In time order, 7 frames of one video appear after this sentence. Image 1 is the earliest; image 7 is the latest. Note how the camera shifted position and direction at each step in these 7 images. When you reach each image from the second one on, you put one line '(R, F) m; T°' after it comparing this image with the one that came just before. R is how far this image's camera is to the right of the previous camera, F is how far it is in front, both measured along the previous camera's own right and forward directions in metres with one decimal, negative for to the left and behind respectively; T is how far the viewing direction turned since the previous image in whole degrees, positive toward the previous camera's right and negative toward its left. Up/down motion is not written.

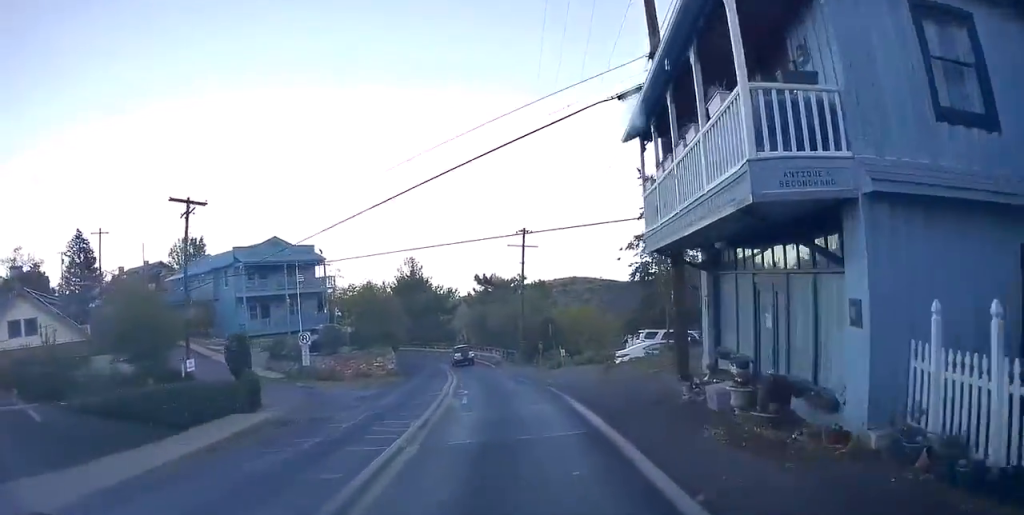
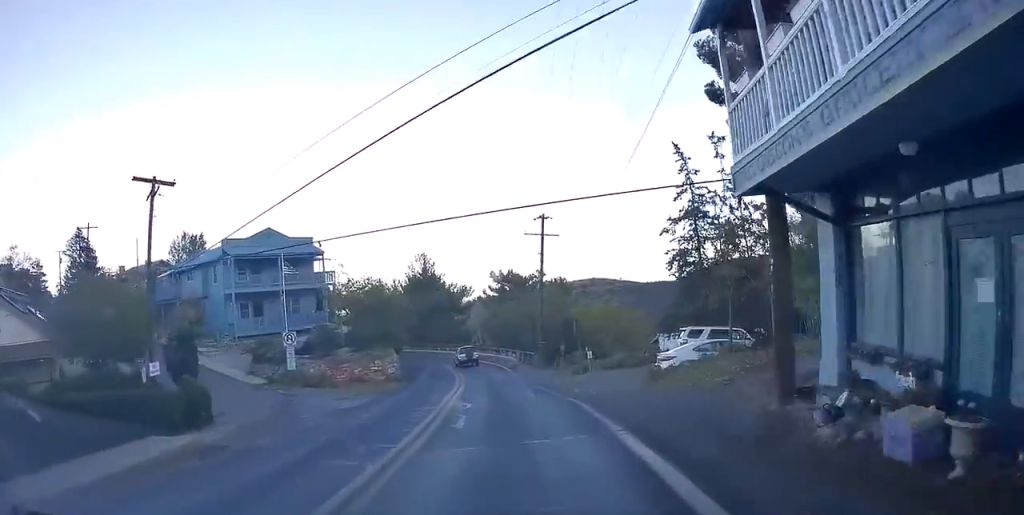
(-0.2, +5.2) m; -2°
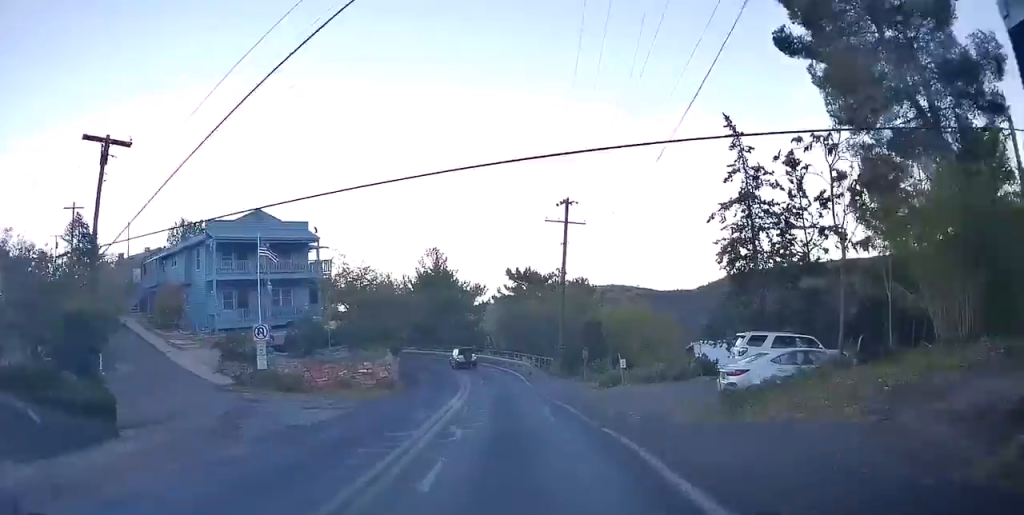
(-0.2, +5.6) m; -2°
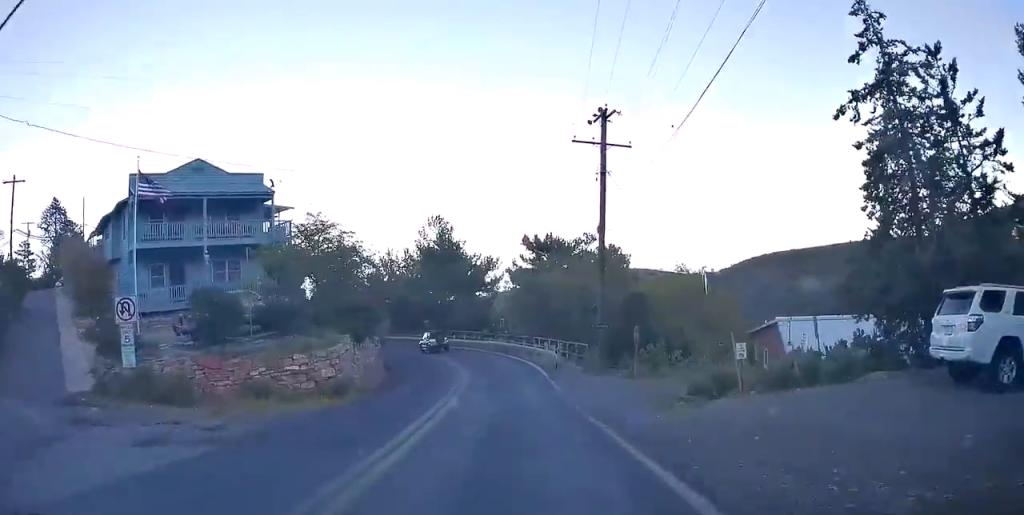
(-0.3, +11.4) m; -1°
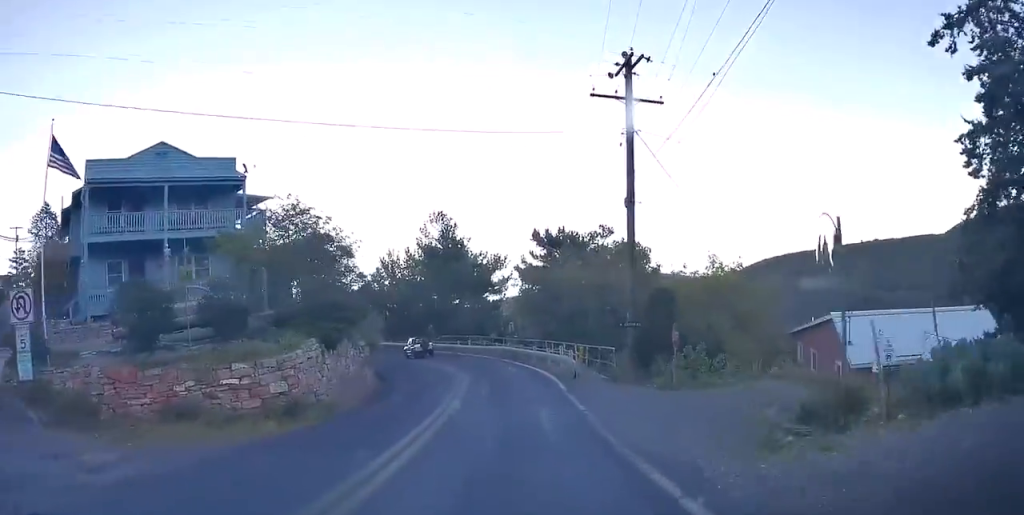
(0.0, +5.0) m; -1°
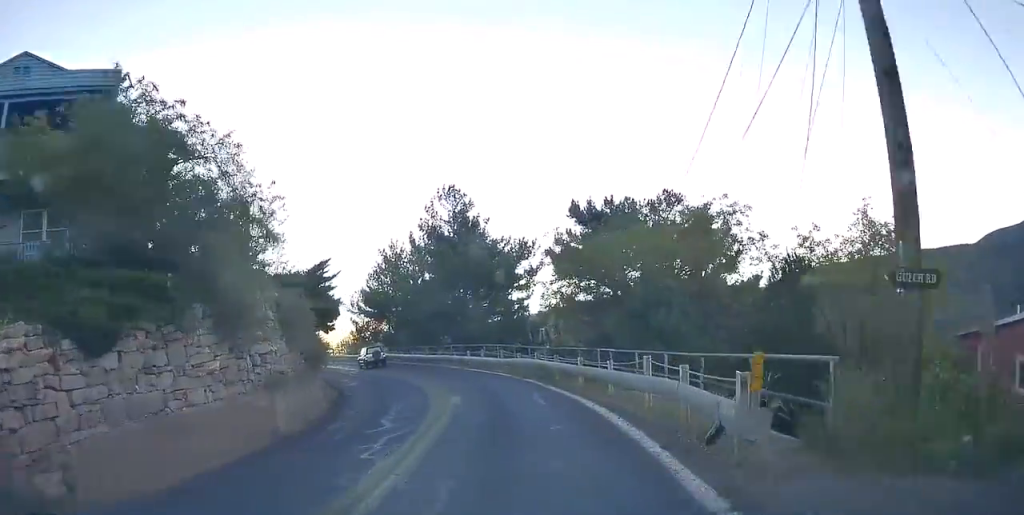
(-0.3, +13.6) m; -7°
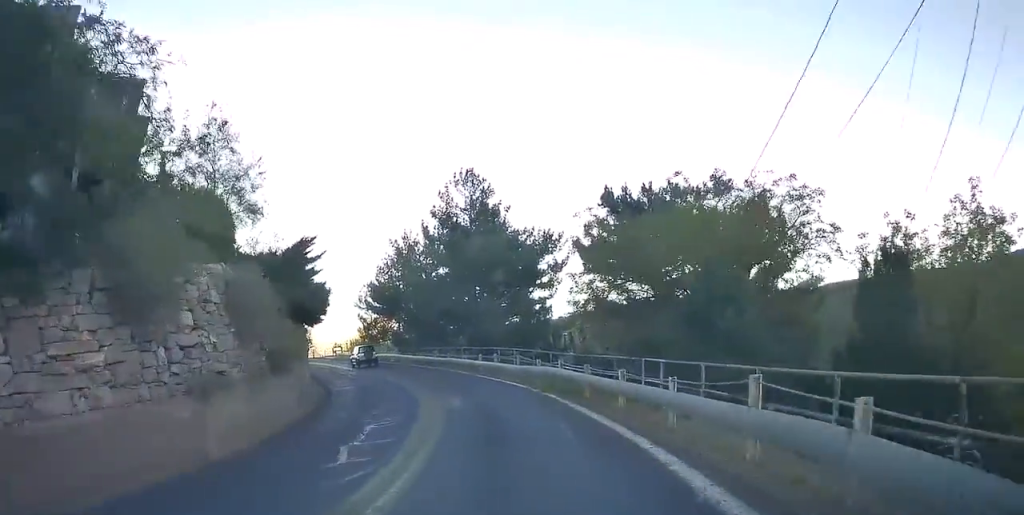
(0.0, +4.5) m; -4°
